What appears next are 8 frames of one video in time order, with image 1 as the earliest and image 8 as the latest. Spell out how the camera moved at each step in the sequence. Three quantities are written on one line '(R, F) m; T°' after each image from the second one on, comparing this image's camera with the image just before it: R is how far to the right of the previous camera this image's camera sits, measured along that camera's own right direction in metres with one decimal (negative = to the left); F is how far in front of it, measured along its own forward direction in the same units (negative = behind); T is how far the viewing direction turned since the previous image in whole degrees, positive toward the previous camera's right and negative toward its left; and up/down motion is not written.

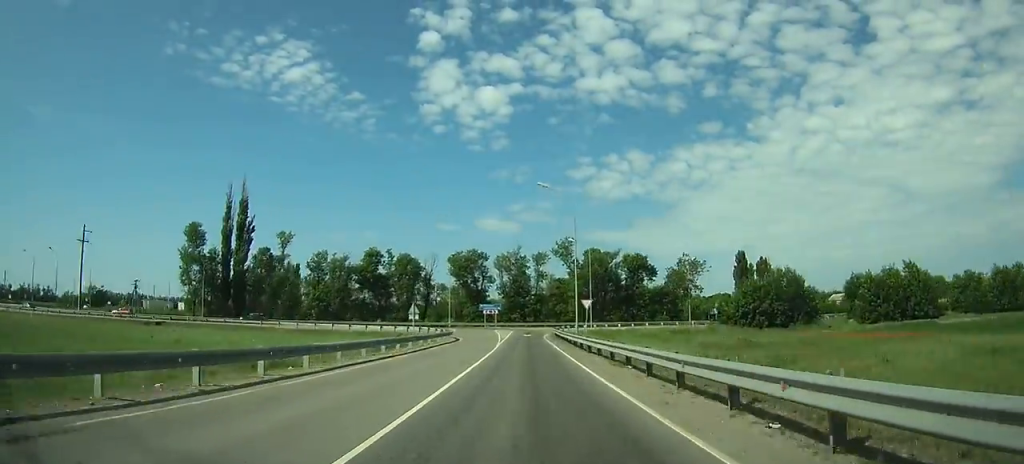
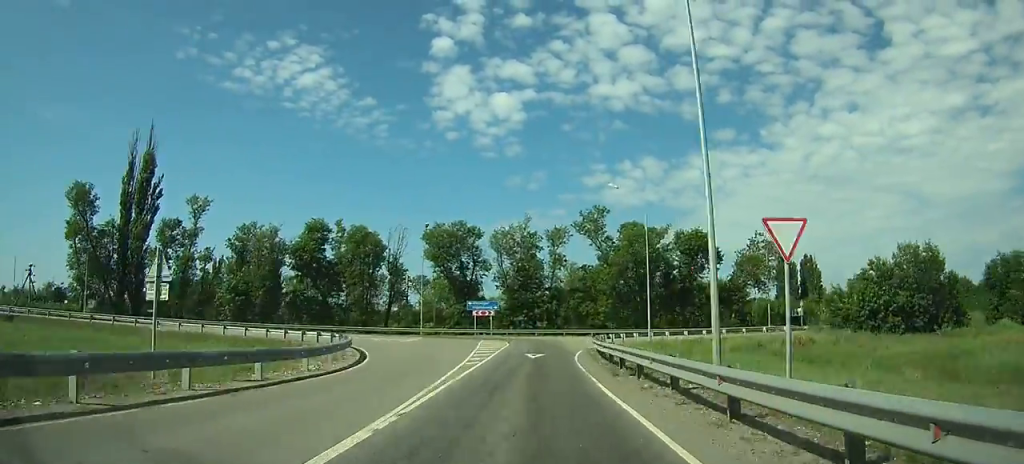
(+0.1, +25.9) m; 0°
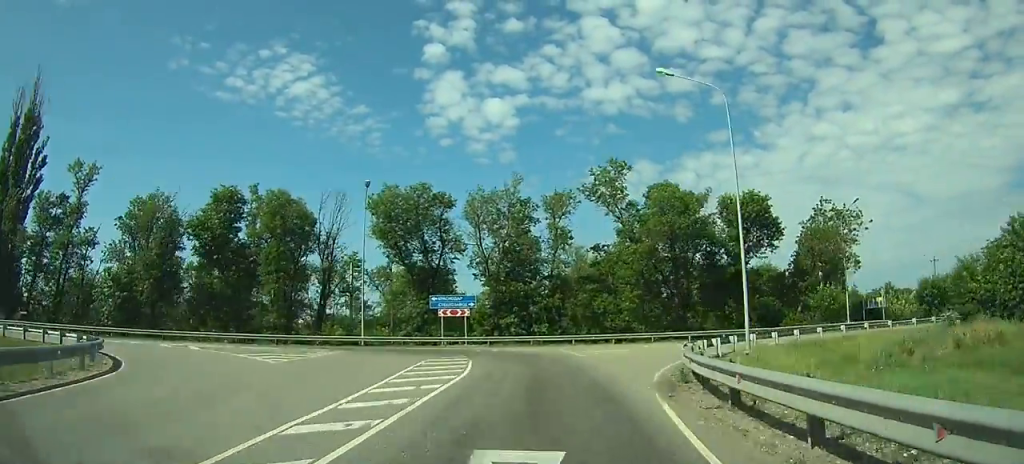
(0.0, +19.3) m; -3°
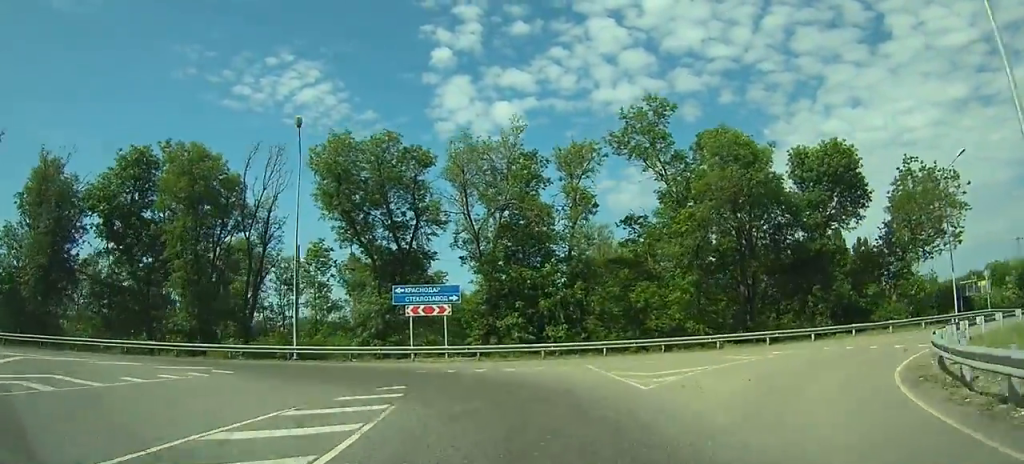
(-0.1, +16.6) m; -9°
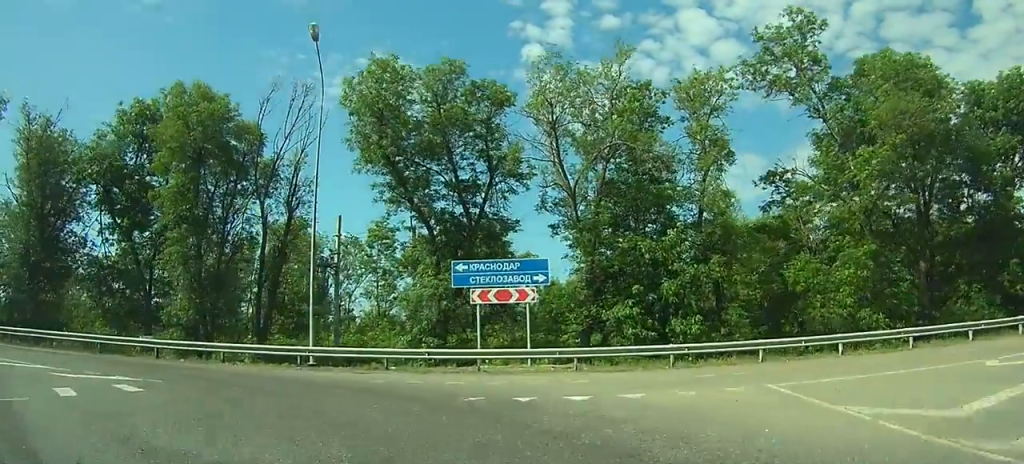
(+0.7, +14.3) m; -20°
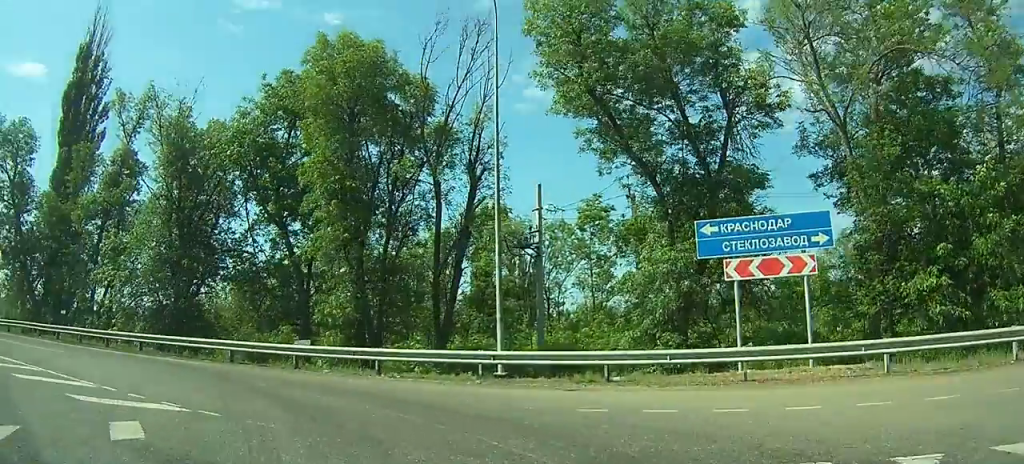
(-1.2, +8.4) m; -18°
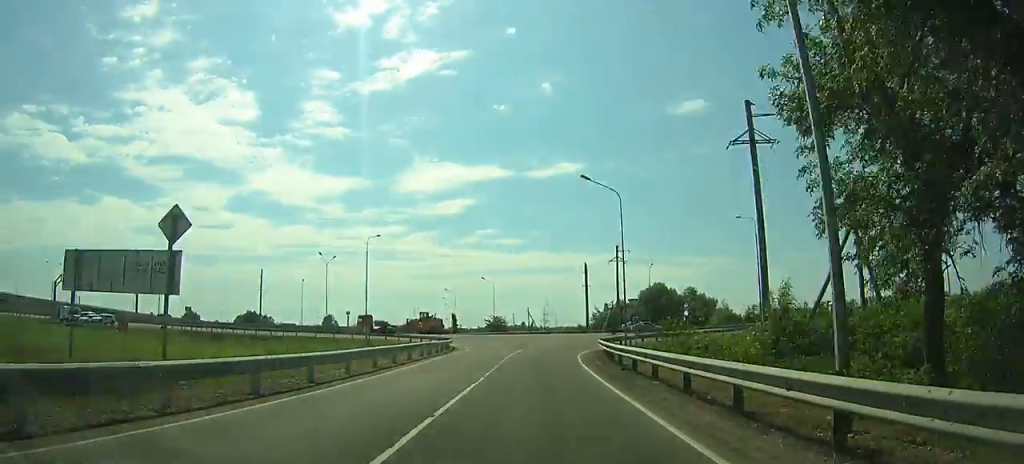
(-25.9, +32.6) m; -46°
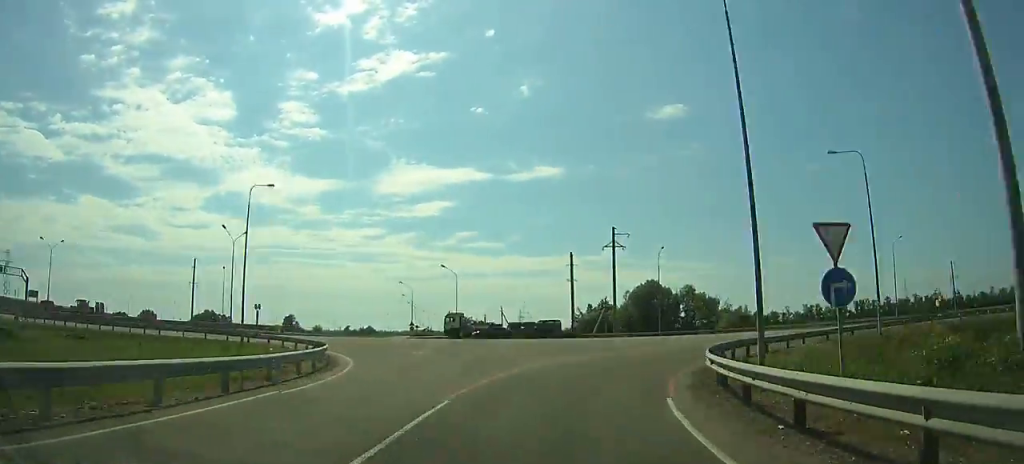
(-0.1, +22.0) m; +7°
